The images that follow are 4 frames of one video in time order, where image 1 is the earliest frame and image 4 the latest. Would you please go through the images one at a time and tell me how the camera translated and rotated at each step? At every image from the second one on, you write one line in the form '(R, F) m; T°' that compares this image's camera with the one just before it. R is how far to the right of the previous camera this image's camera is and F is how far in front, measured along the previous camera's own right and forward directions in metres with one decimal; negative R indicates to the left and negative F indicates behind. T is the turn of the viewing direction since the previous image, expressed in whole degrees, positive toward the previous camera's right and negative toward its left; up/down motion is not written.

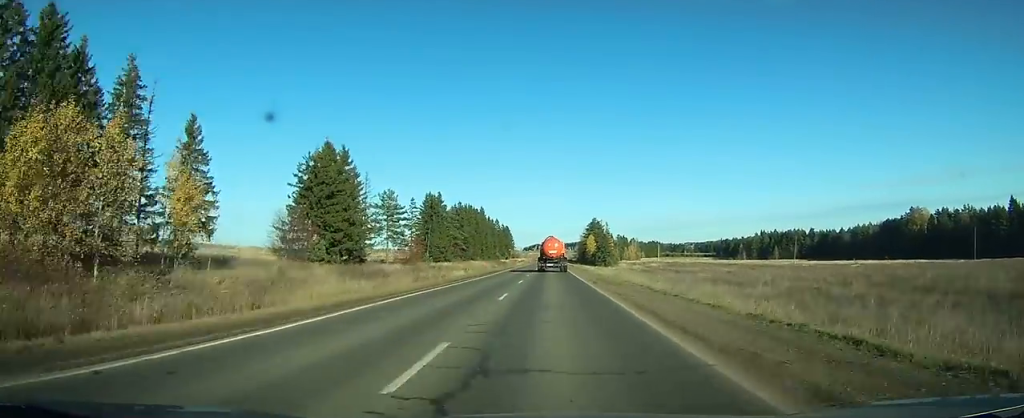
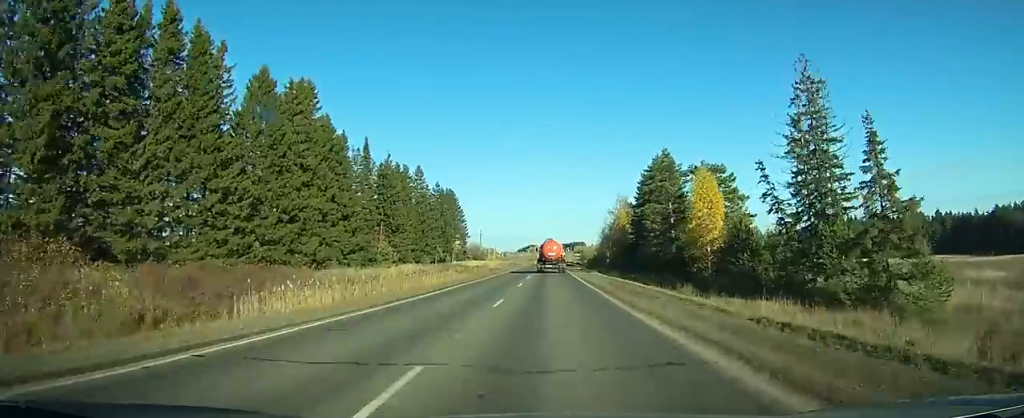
(+0.7, +155.1) m; 0°
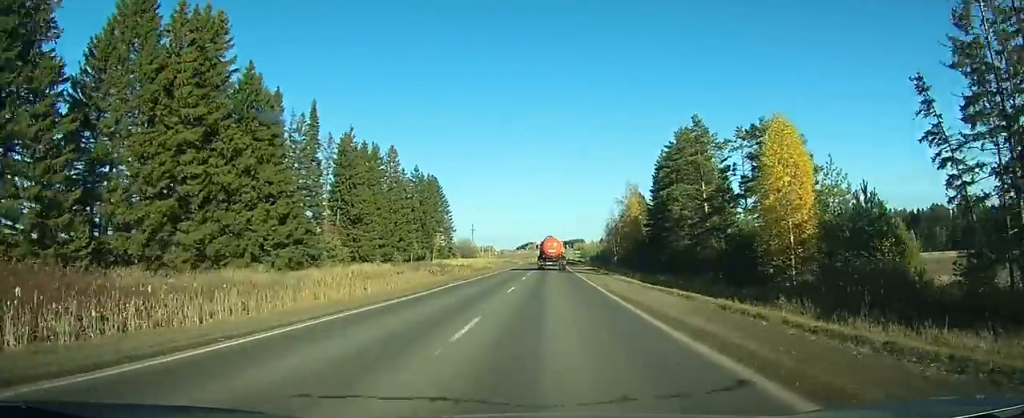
(0.0, +18.5) m; 0°
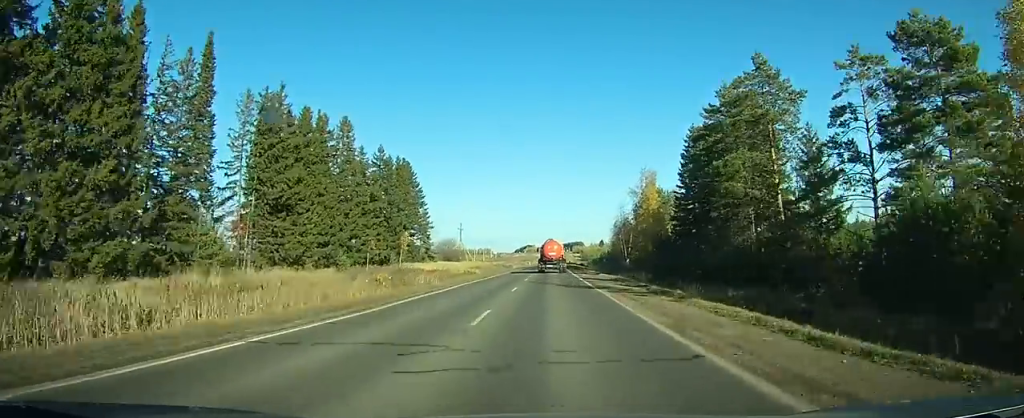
(0.0, +21.5) m; 0°
